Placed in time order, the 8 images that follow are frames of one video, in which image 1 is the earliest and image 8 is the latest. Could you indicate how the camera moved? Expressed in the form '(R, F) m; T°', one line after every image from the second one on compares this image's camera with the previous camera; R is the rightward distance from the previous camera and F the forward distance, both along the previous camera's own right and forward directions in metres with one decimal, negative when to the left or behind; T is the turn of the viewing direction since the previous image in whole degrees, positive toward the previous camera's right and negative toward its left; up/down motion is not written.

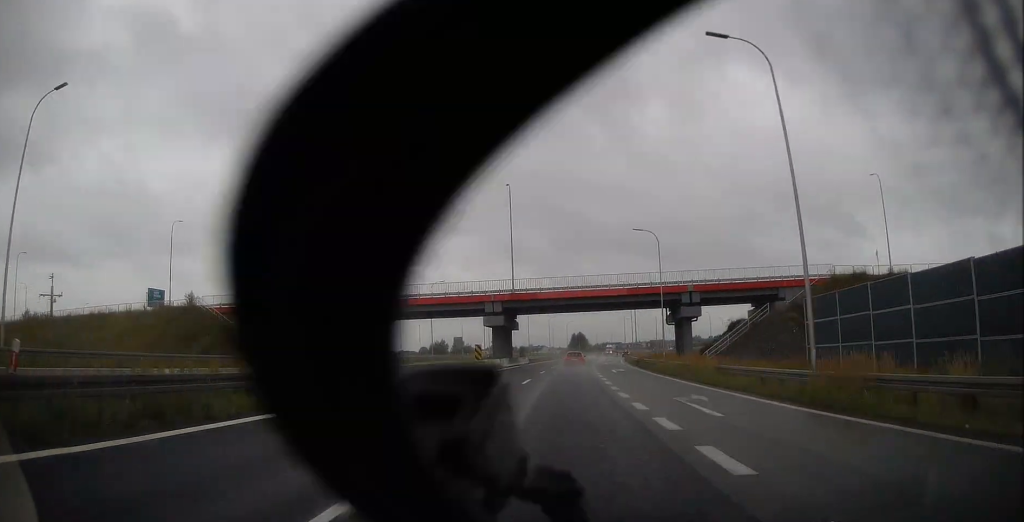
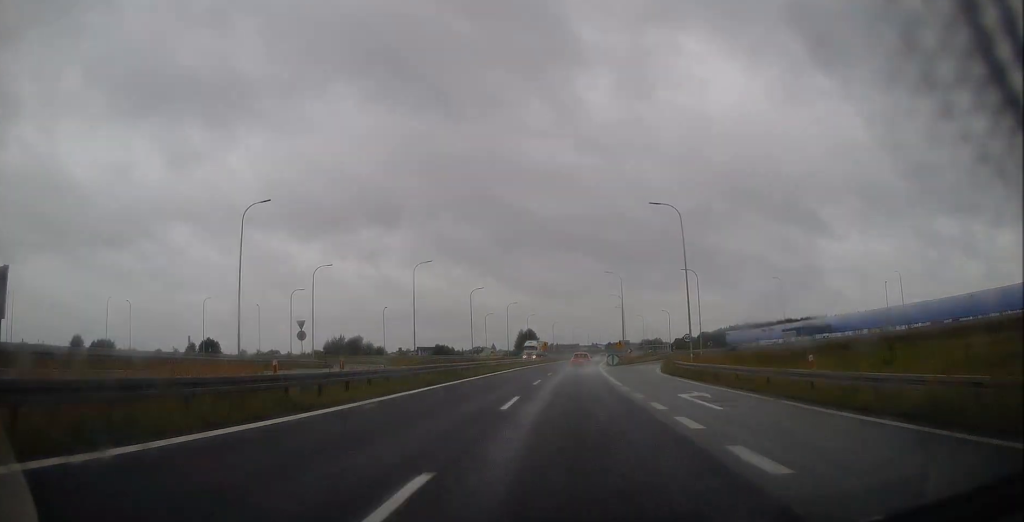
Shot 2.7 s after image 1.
(+3.7, +86.3) m; +5°
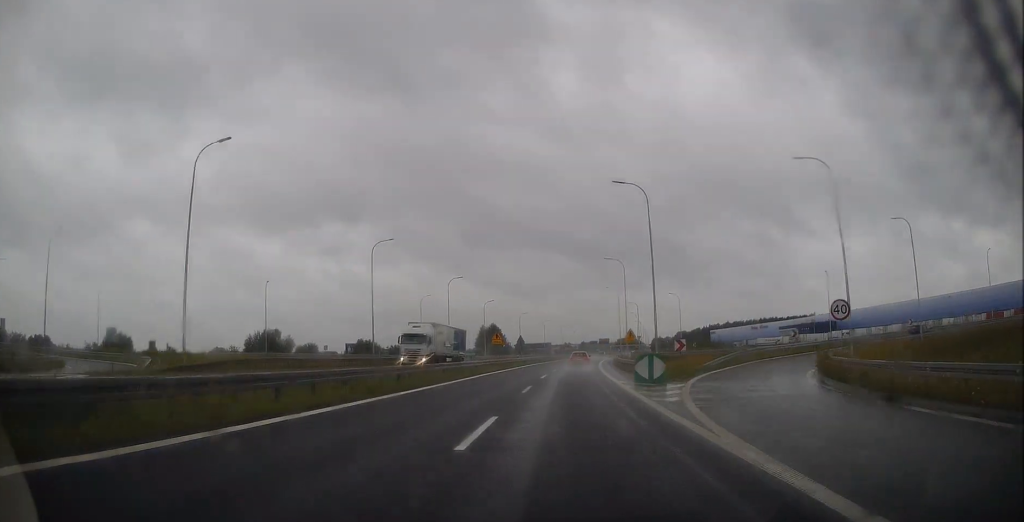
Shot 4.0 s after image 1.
(+1.3, +42.1) m; +3°
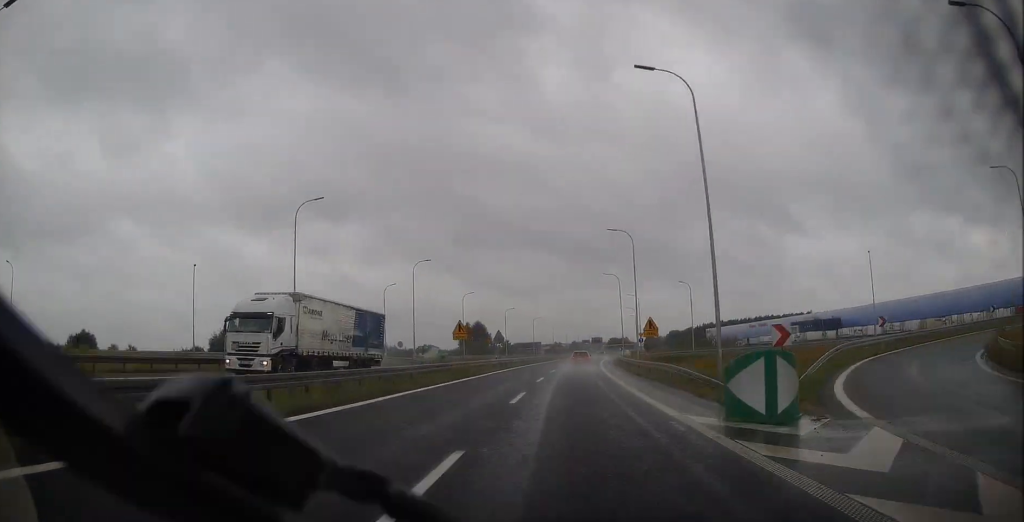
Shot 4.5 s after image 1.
(0.0, +16.3) m; 0°
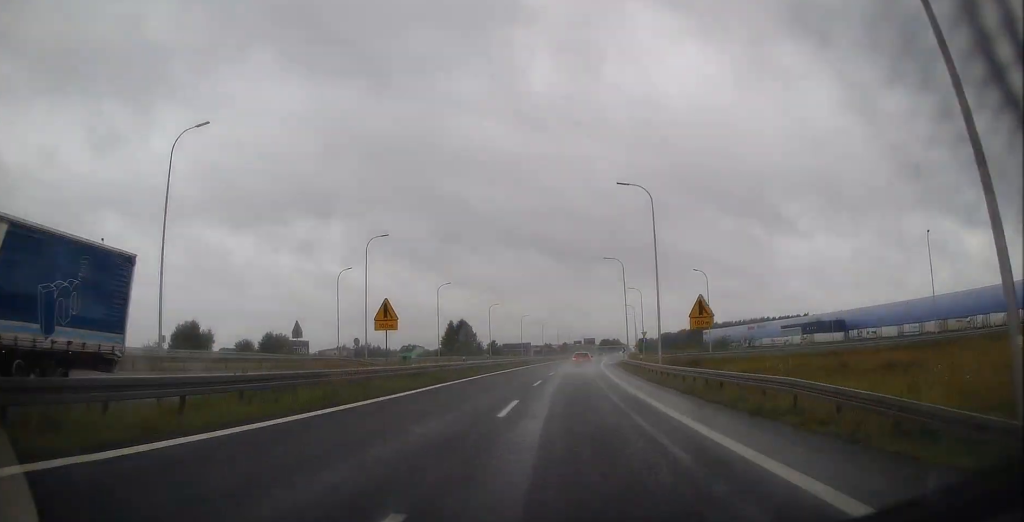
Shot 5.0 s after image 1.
(-0.1, +15.3) m; 0°
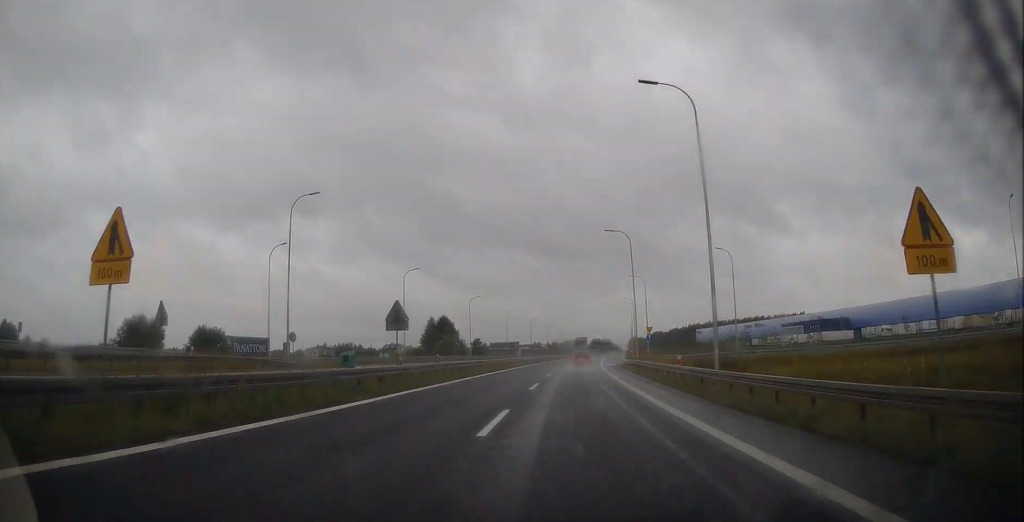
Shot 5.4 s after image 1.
(+0.2, +15.3) m; +1°
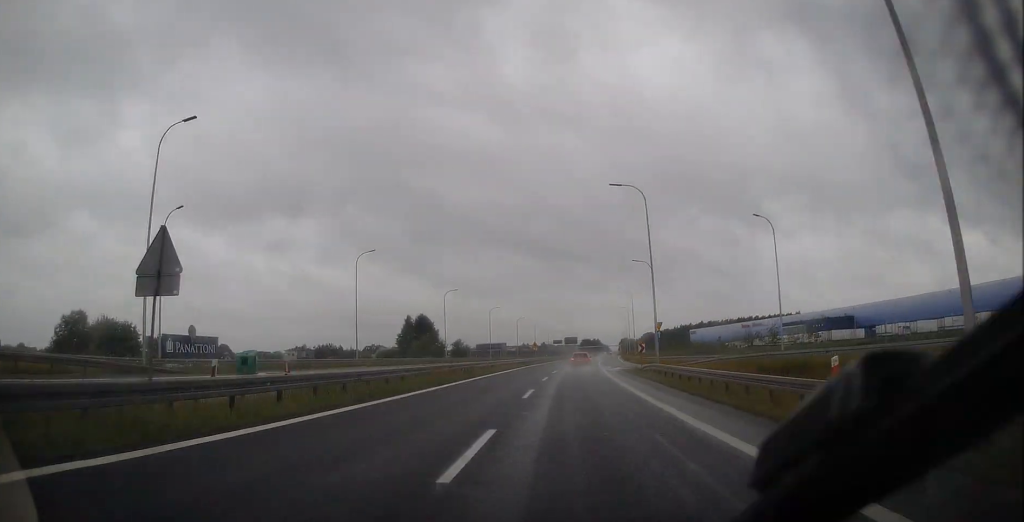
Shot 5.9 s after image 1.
(0.0, +15.3) m; +1°
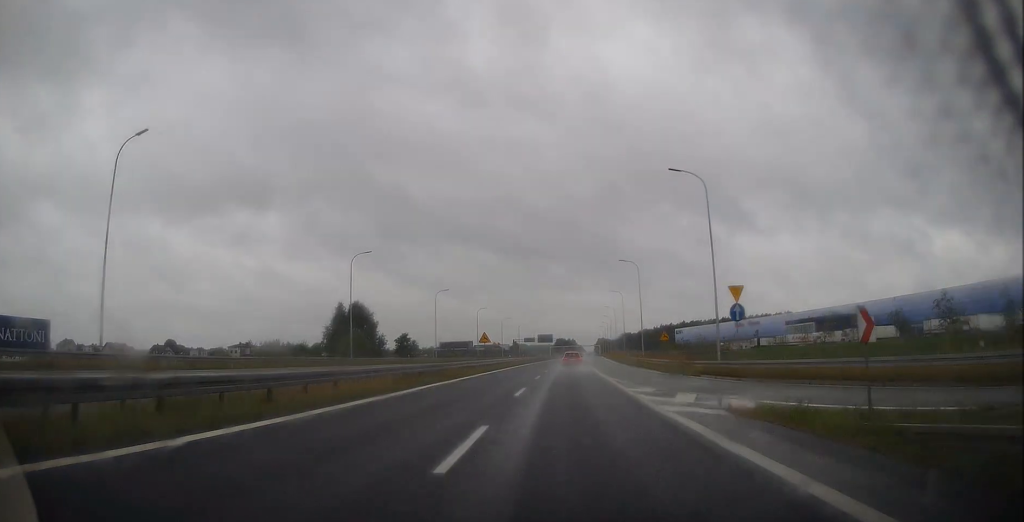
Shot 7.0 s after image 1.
(+0.5, +36.1) m; +2°
